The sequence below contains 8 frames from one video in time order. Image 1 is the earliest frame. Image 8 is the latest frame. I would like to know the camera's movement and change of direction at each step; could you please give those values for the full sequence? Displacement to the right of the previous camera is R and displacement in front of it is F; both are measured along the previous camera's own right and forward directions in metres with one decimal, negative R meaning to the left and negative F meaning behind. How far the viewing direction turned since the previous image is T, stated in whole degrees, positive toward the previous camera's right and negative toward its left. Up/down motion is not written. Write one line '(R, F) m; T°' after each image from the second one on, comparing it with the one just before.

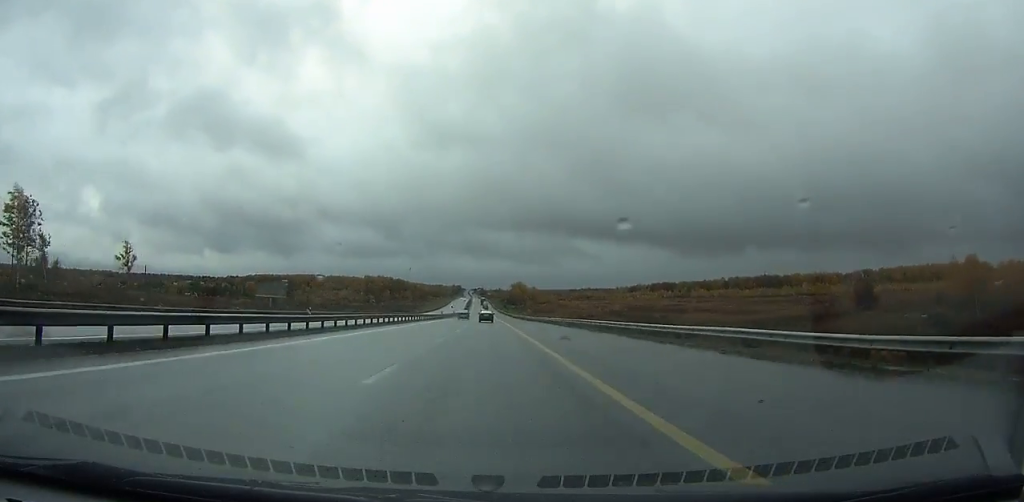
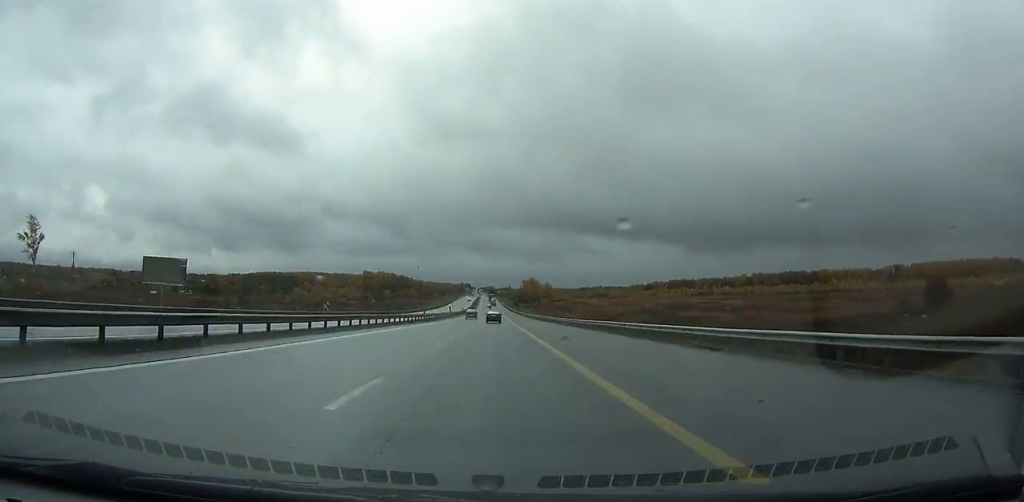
(0.0, +38.2) m; 0°
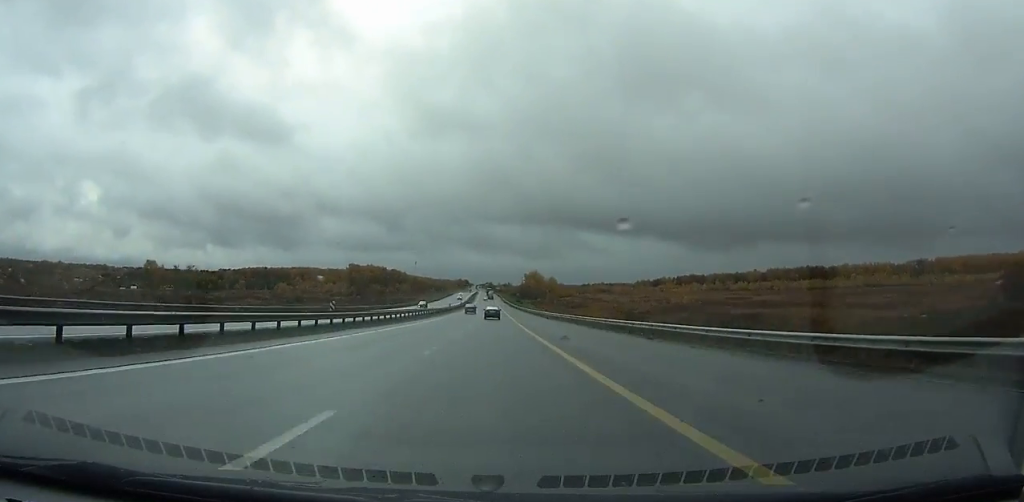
(-0.3, +38.8) m; 0°
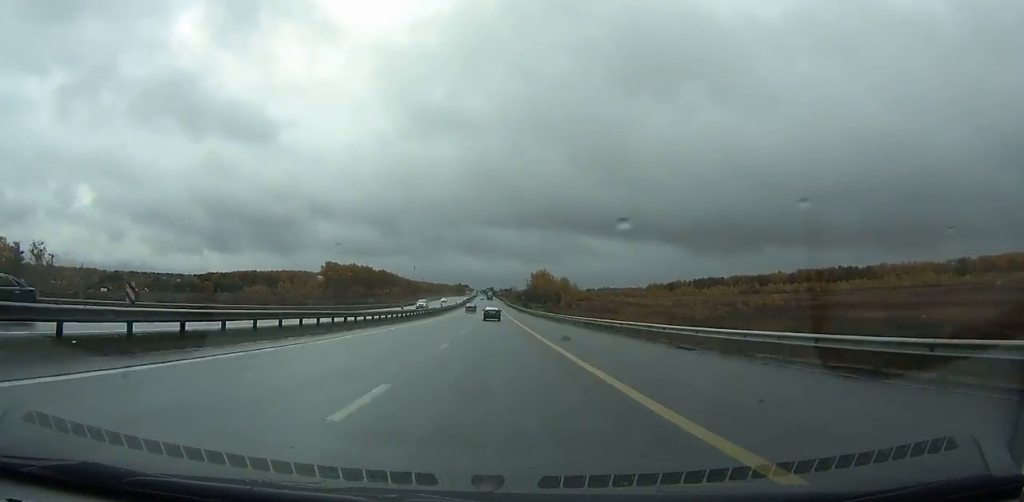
(-0.2, +55.5) m; 0°
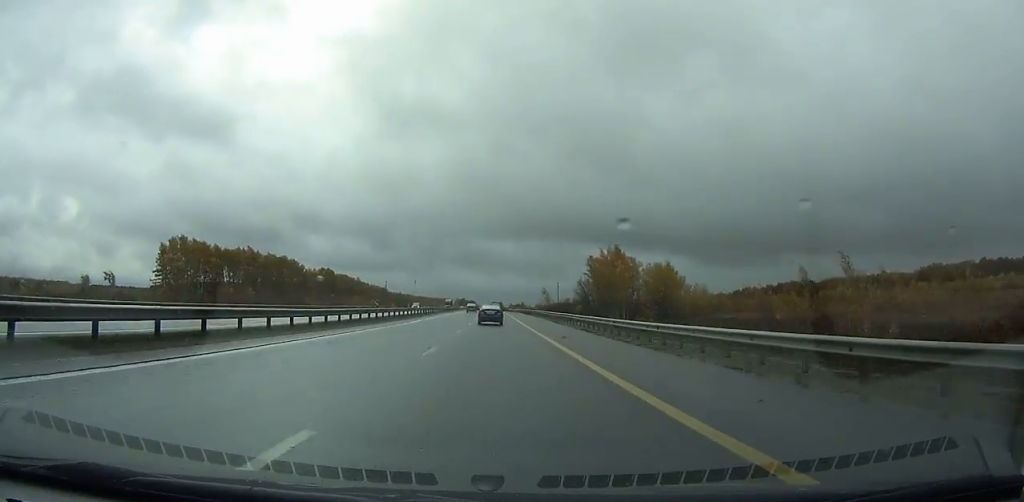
(-1.1, +167.7) m; -1°
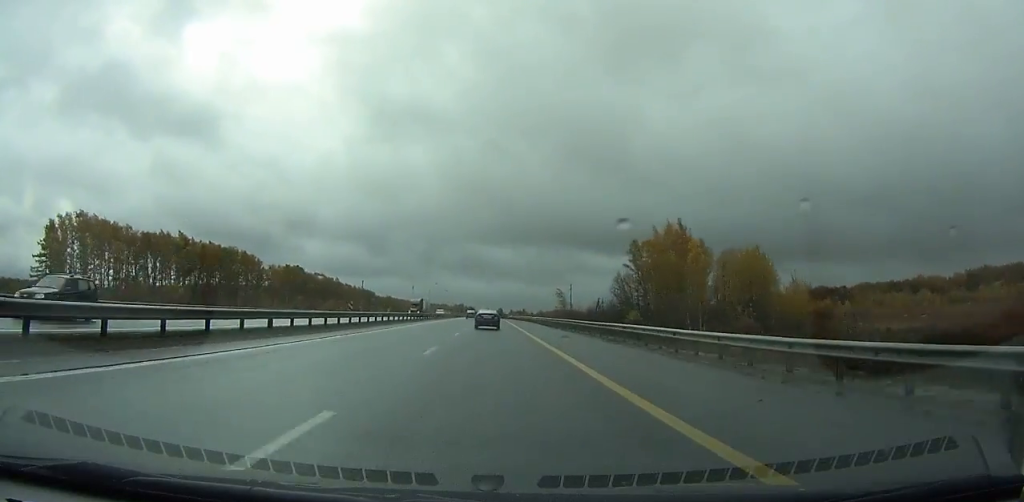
(-0.2, +49.0) m; 0°
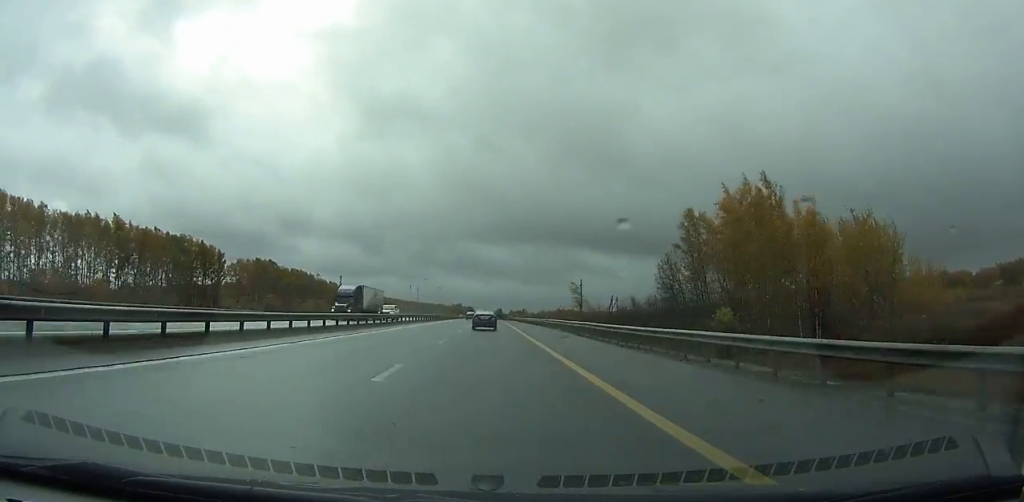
(+0.1, +29.8) m; 0°
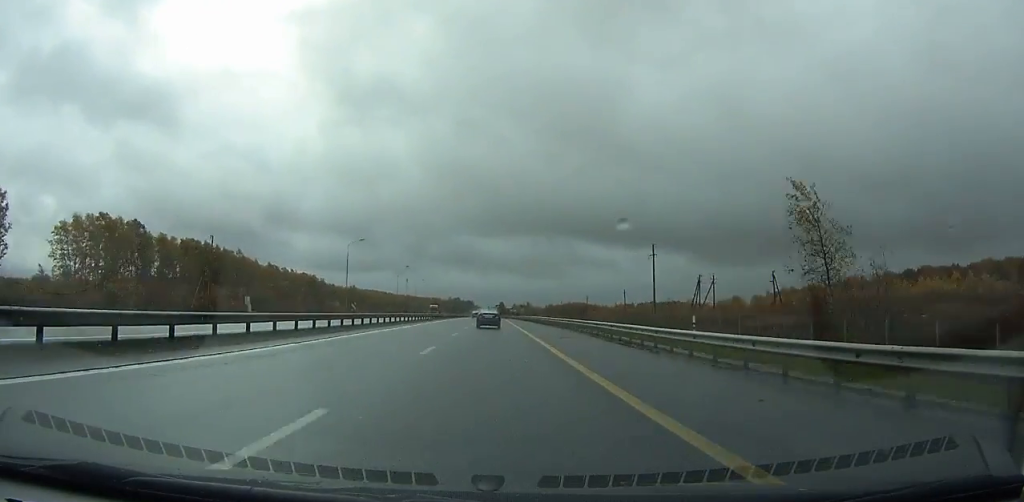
(0.0, +90.9) m; 0°
